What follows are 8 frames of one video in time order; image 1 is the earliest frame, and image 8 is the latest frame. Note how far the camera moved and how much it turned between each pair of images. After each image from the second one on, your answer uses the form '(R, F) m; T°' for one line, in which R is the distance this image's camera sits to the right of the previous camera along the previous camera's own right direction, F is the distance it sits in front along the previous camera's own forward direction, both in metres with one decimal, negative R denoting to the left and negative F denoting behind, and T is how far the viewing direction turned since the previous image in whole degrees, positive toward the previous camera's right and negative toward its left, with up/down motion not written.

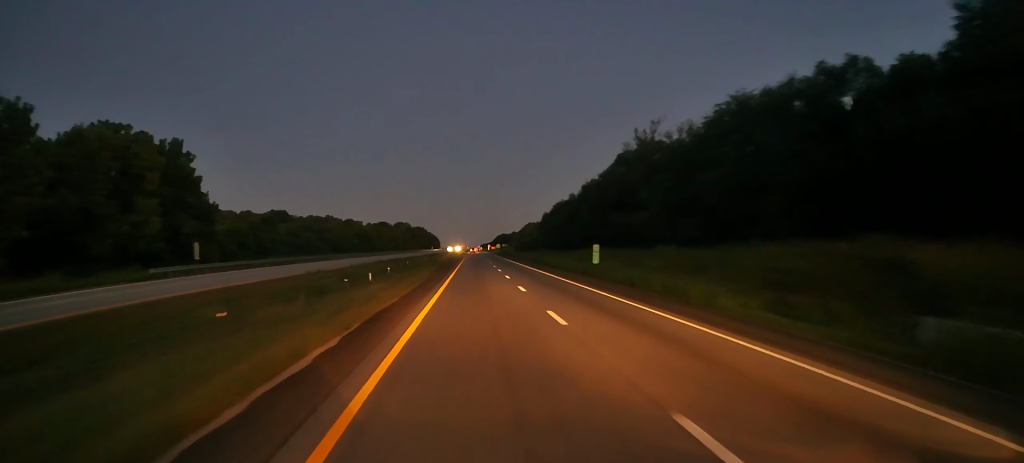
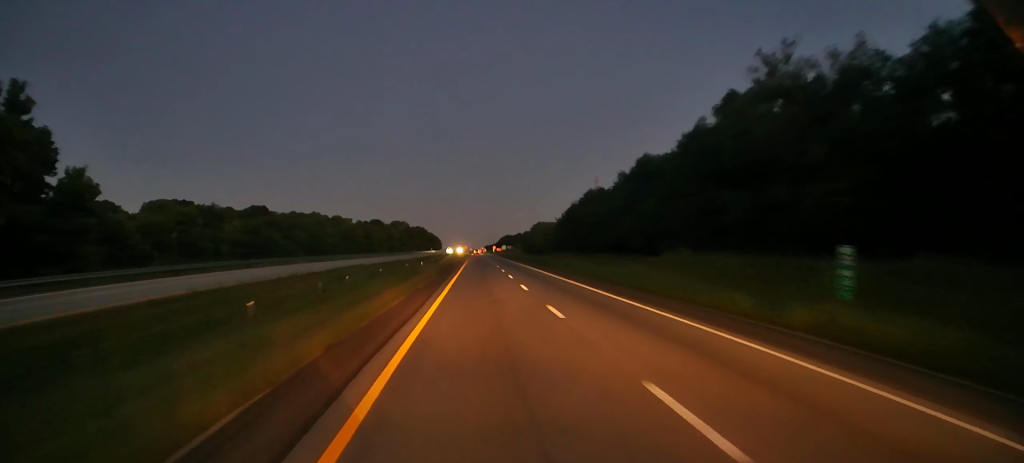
(+0.4, +34.7) m; 0°
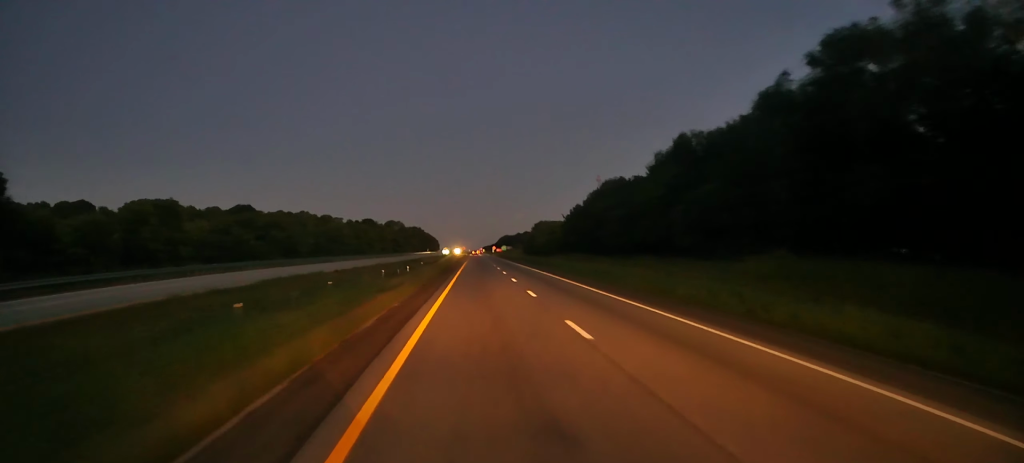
(-0.4, +16.2) m; 0°
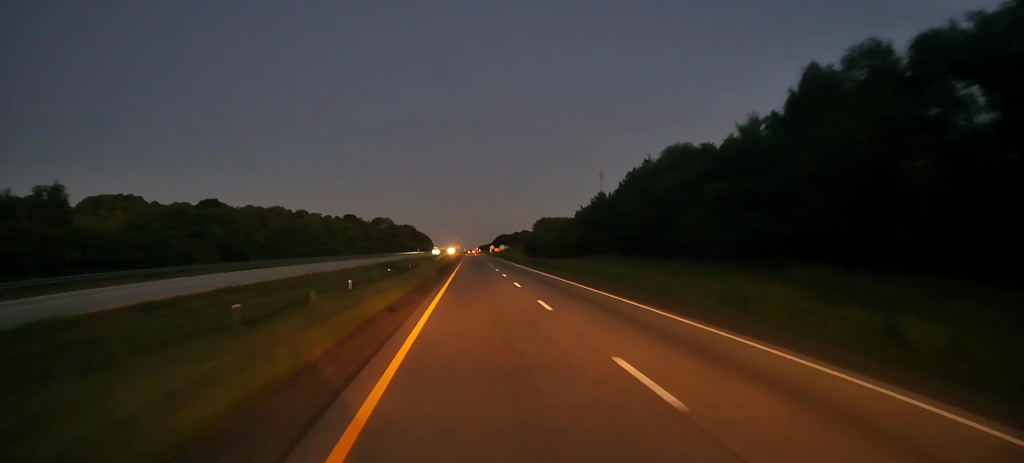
(+0.1, +30.4) m; 0°
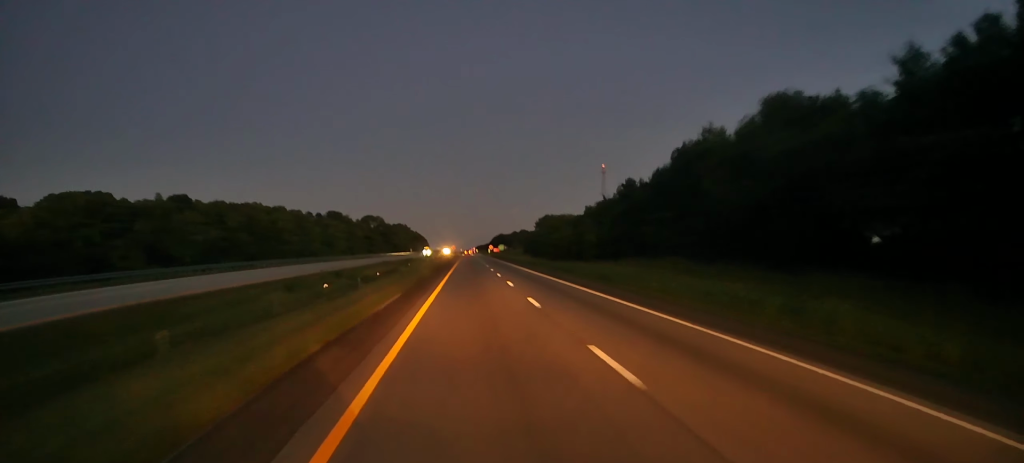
(+0.1, +23.2) m; 0°
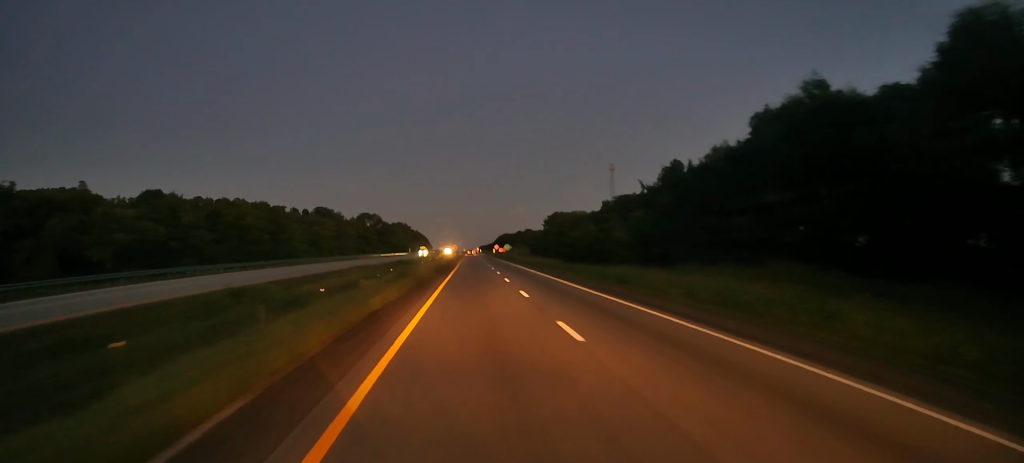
(0.0, +20.1) m; 0°
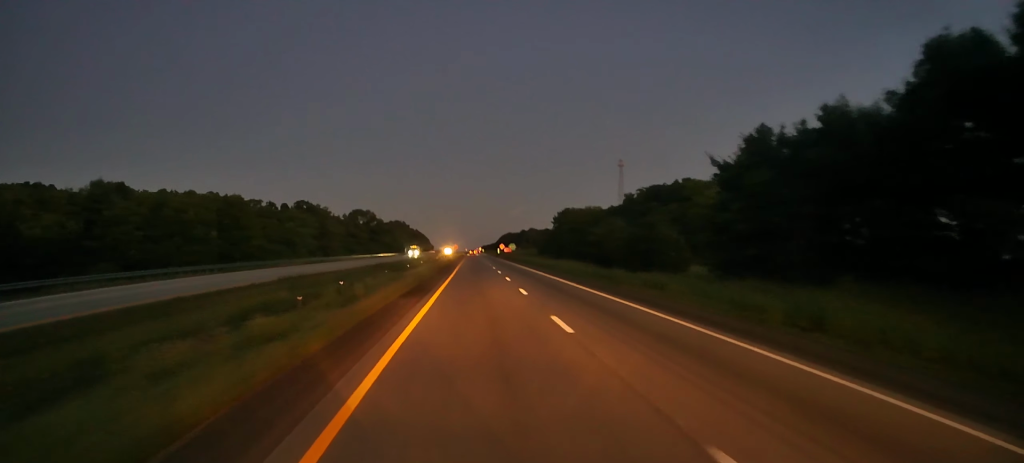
(-0.1, +23.0) m; 0°
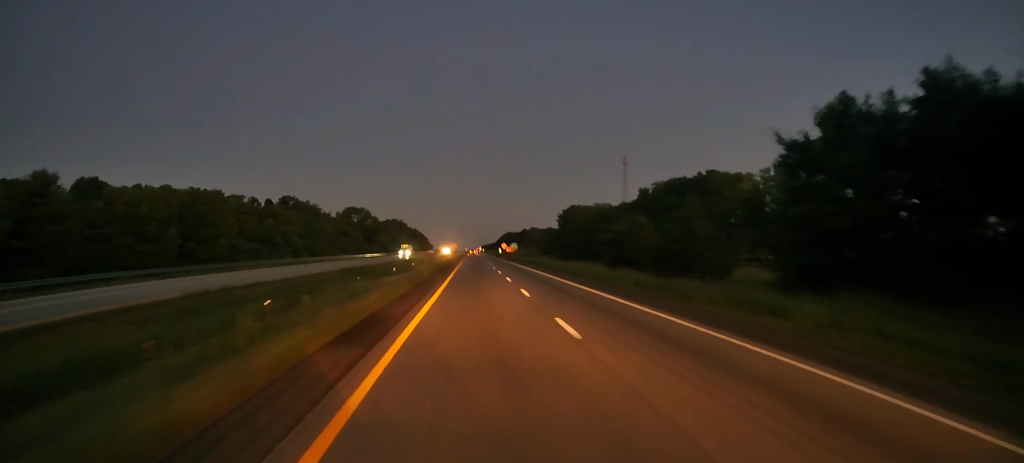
(+0.1, +13.0) m; 0°
